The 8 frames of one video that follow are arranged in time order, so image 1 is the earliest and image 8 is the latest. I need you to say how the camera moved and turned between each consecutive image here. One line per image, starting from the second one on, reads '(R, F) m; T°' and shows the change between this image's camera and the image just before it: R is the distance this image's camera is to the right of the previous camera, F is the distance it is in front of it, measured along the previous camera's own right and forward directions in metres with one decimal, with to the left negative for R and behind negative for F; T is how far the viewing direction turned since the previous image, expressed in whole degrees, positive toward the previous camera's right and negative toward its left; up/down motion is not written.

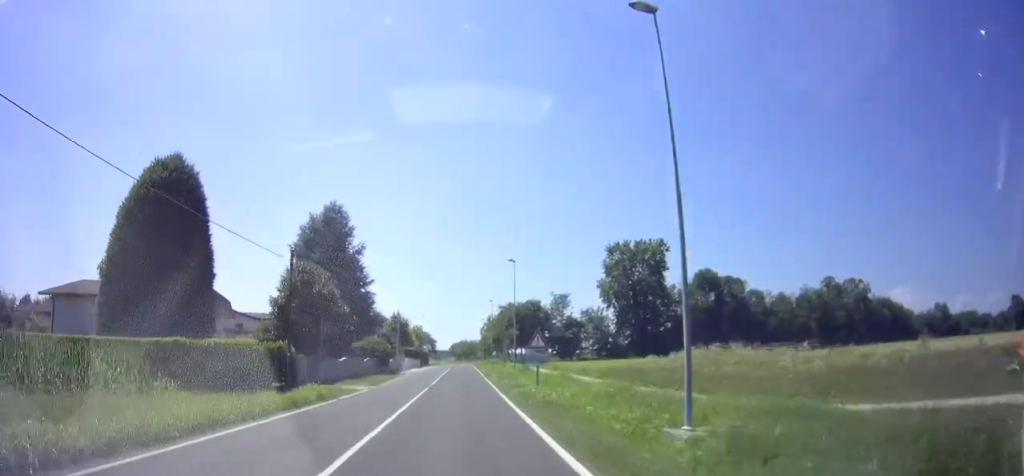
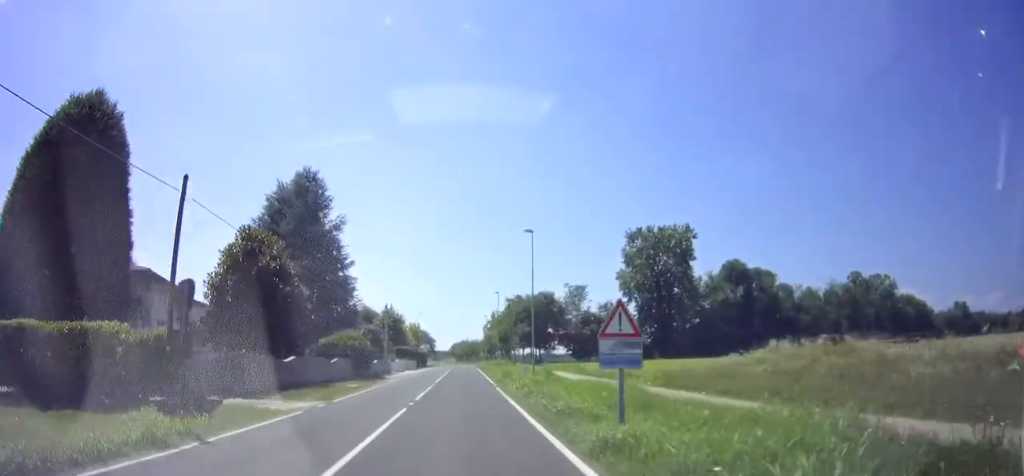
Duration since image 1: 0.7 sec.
(0.0, +10.2) m; +1°
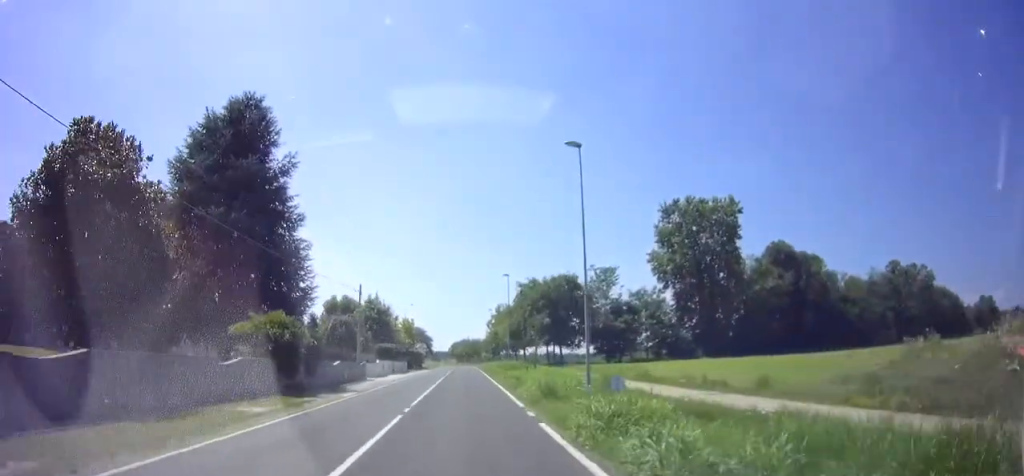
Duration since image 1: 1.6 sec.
(+0.2, +13.6) m; +1°
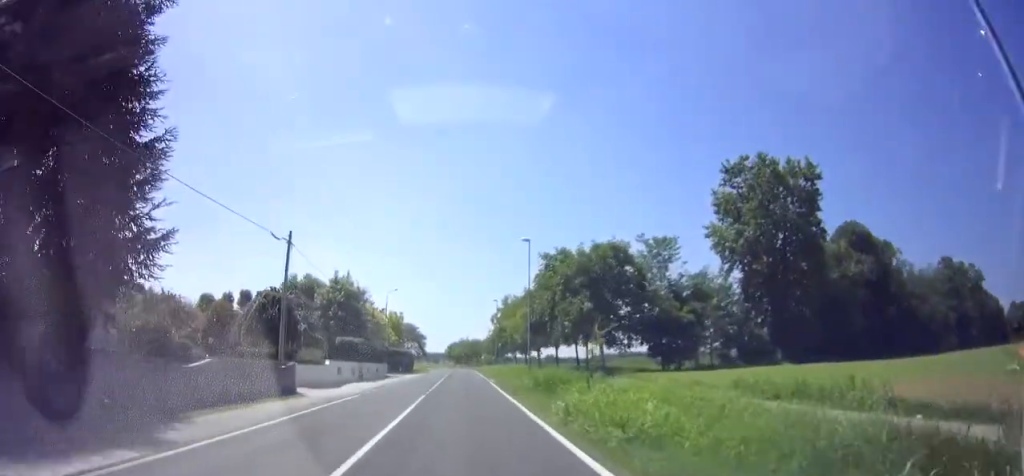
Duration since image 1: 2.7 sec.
(-0.1, +16.4) m; -1°
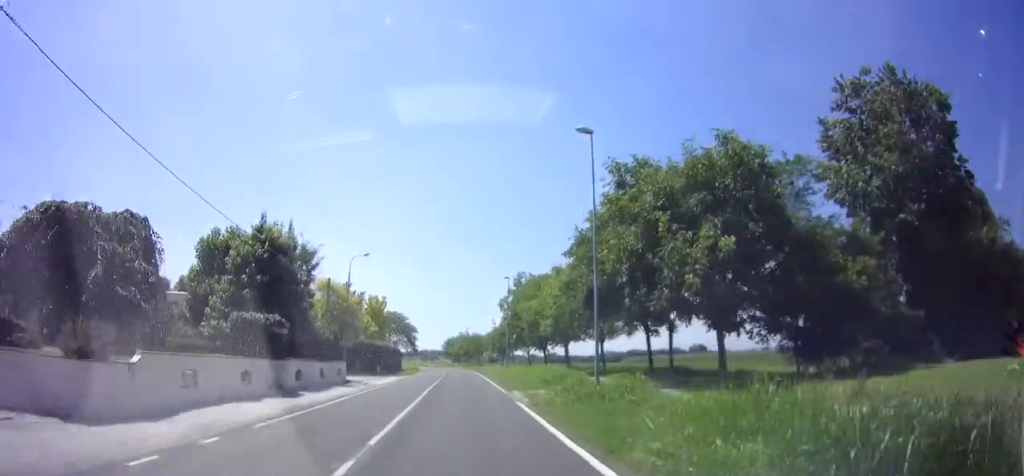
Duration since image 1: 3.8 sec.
(-0.2, +17.3) m; +1°
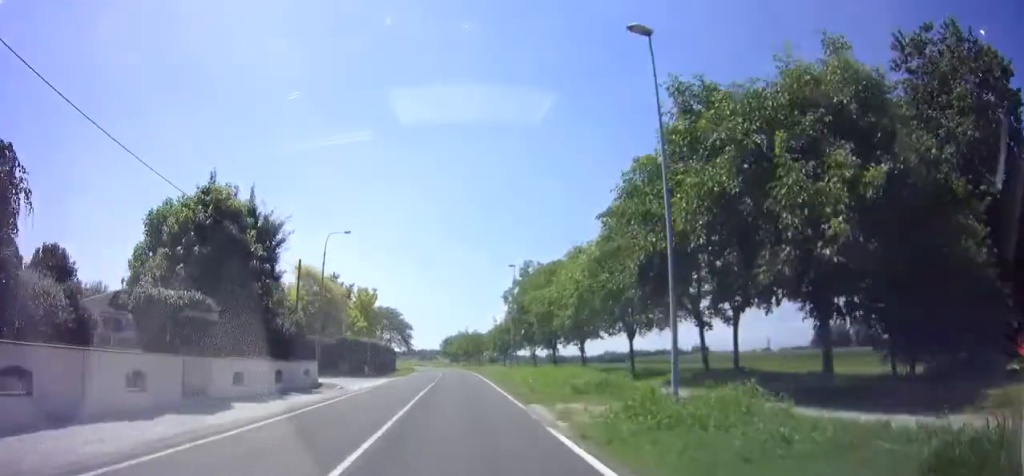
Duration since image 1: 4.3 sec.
(0.0, +6.4) m; +1°
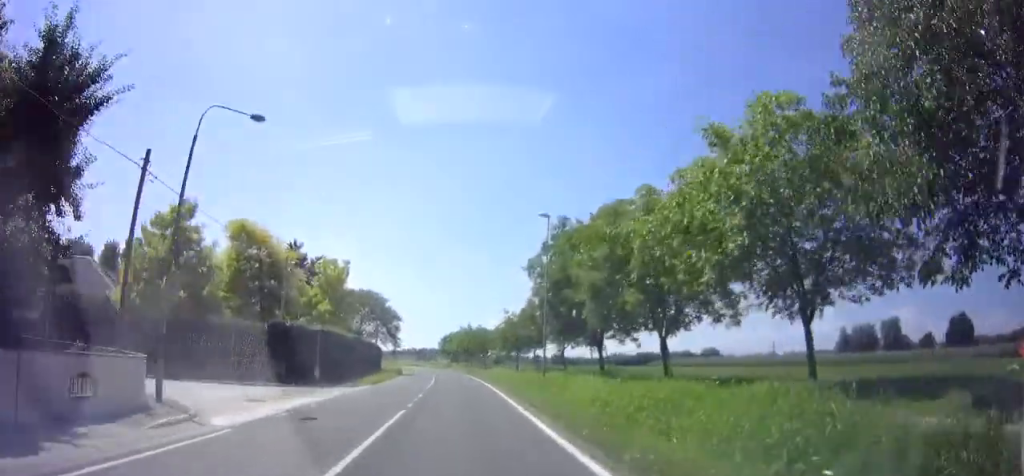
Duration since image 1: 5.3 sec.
(+0.3, +15.7) m; 0°
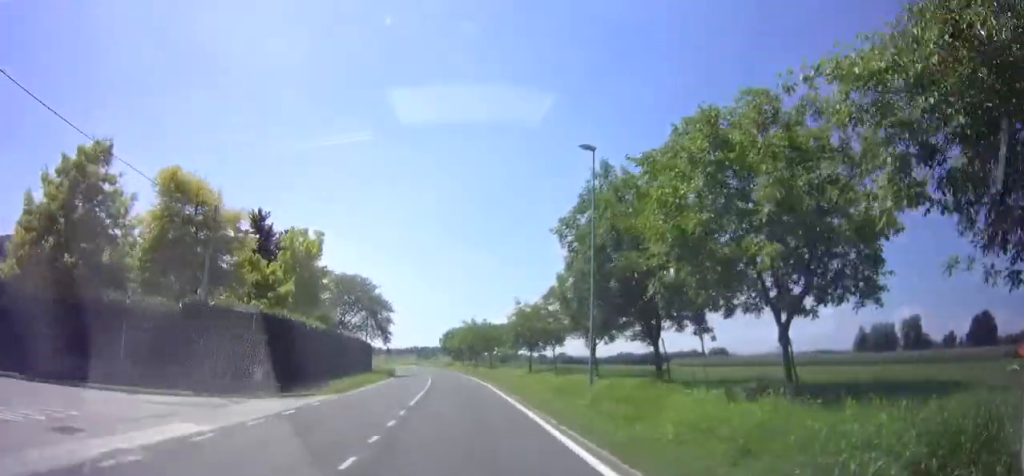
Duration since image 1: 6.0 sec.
(-0.2, +9.7) m; -1°
